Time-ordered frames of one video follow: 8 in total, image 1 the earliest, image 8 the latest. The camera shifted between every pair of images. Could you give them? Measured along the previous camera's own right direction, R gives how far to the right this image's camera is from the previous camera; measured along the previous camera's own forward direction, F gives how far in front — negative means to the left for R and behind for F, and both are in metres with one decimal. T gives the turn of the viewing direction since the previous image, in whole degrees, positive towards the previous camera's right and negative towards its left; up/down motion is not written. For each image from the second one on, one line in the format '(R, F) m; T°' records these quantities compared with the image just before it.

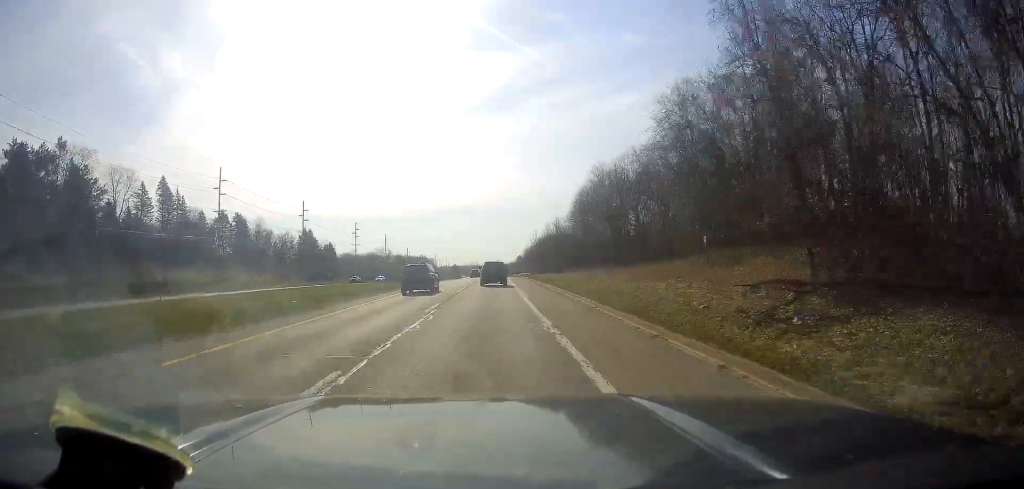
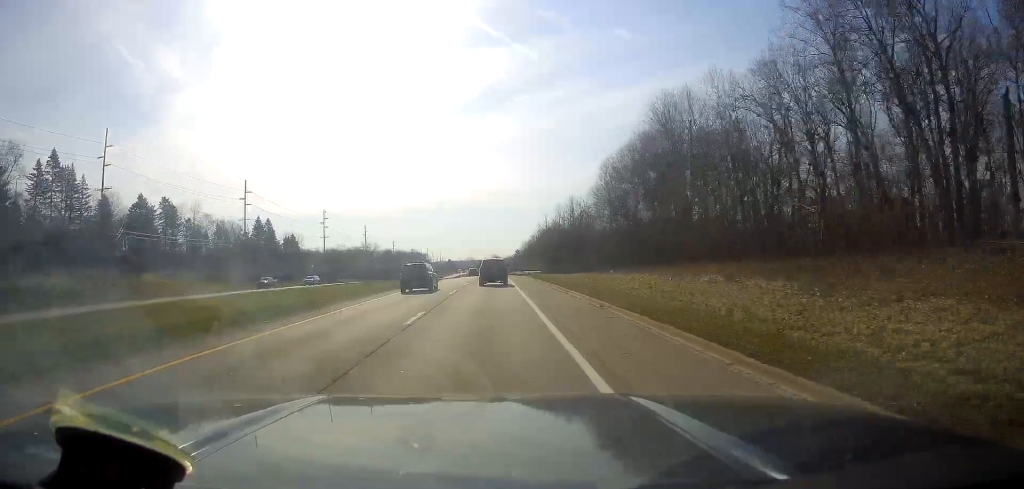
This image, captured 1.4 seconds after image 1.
(-0.2, +35.0) m; 0°
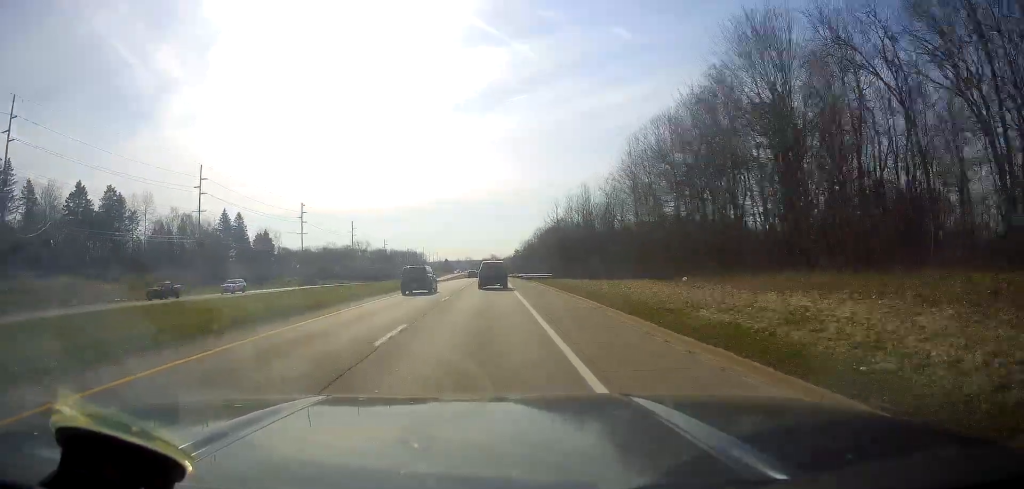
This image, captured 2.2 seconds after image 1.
(-0.1, +19.2) m; +1°
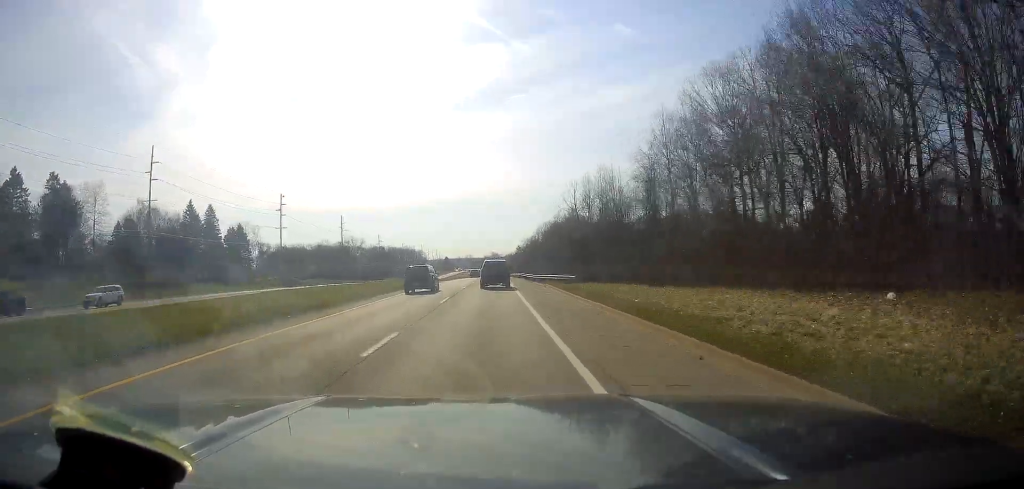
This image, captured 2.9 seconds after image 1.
(+0.5, +16.7) m; 0°
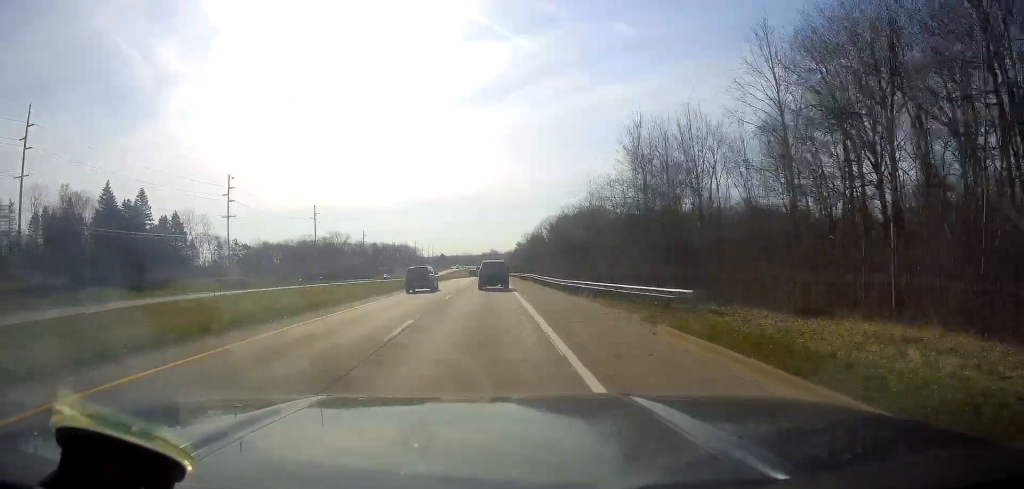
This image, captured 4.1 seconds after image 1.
(-0.6, +28.4) m; -1°
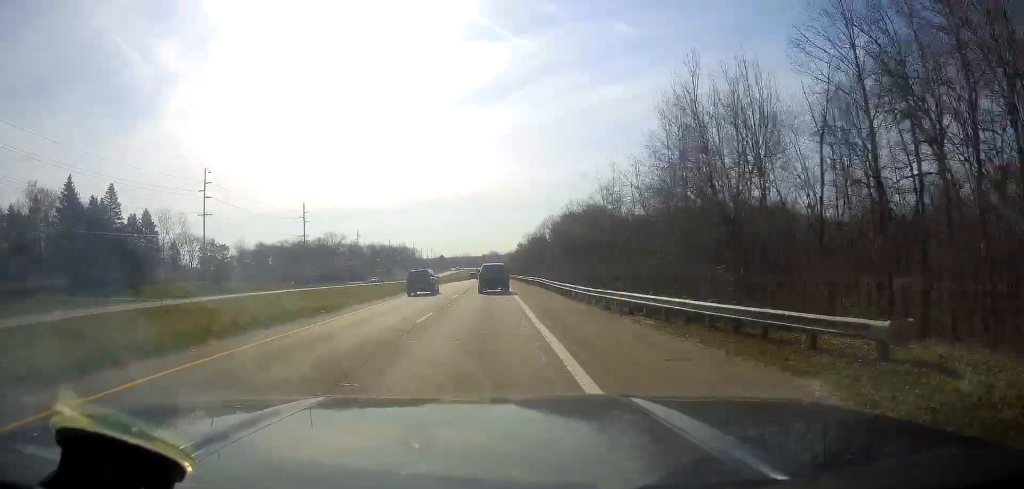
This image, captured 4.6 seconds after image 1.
(+0.1, +10.2) m; 0°
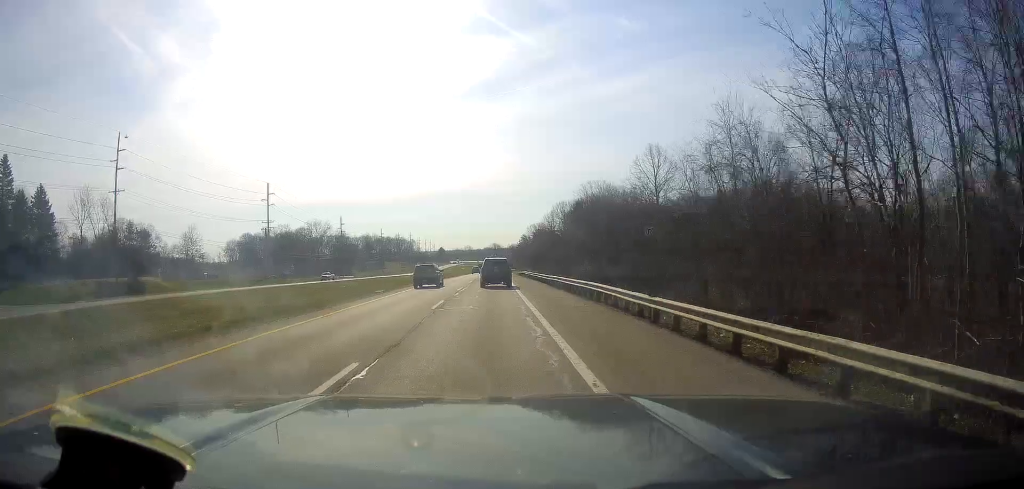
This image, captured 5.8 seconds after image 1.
(+0.3, +28.0) m; +1°
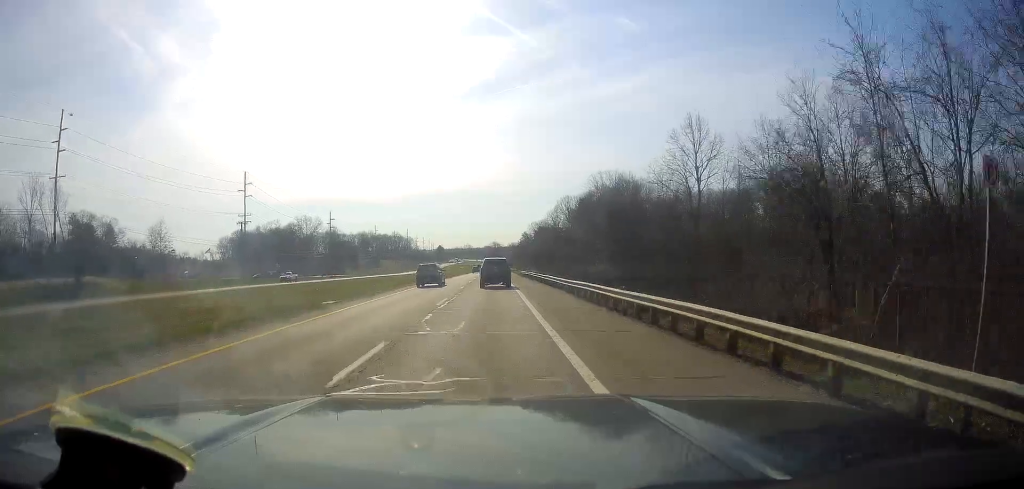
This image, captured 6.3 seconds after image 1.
(0.0, +13.1) m; 0°
